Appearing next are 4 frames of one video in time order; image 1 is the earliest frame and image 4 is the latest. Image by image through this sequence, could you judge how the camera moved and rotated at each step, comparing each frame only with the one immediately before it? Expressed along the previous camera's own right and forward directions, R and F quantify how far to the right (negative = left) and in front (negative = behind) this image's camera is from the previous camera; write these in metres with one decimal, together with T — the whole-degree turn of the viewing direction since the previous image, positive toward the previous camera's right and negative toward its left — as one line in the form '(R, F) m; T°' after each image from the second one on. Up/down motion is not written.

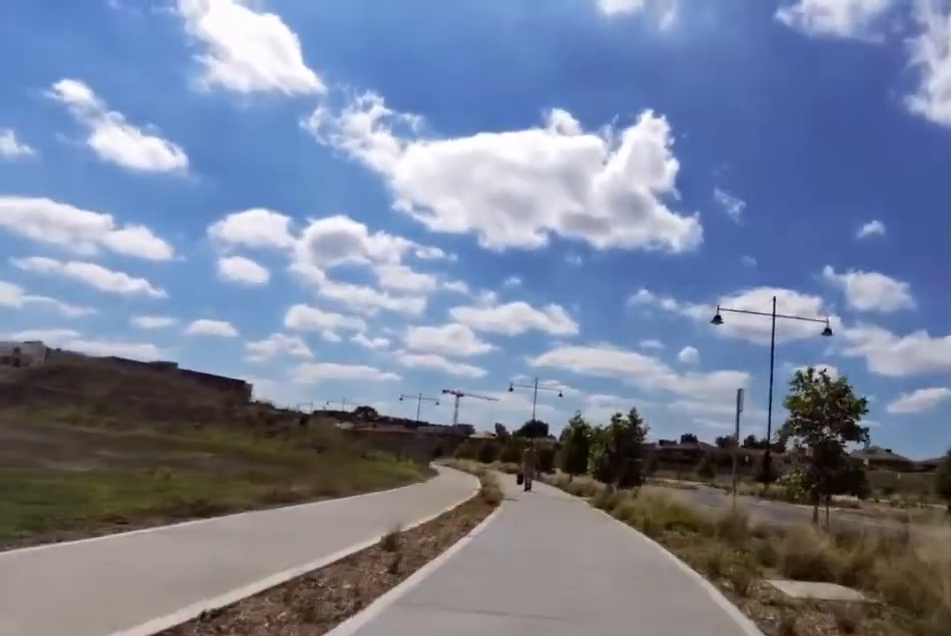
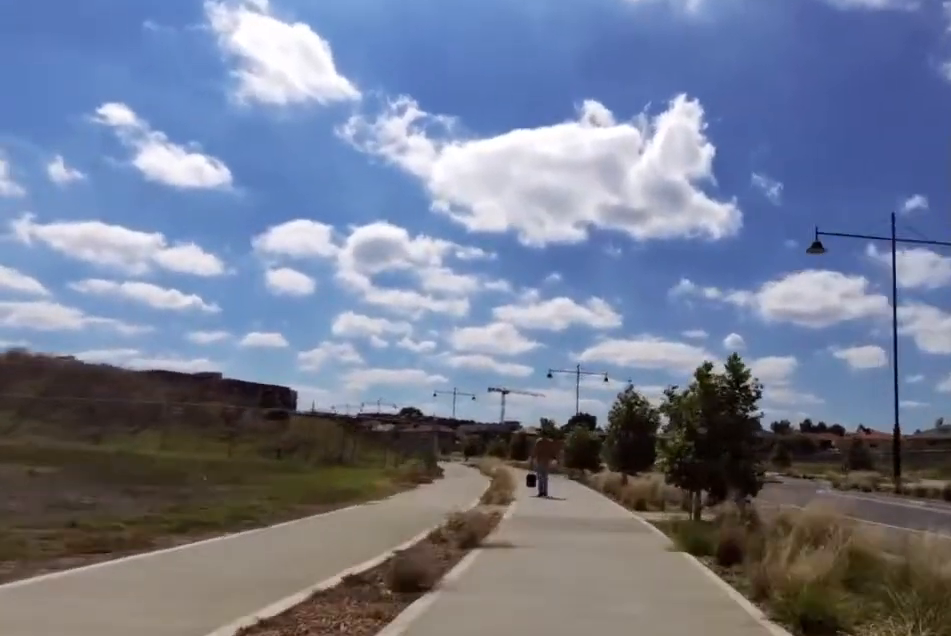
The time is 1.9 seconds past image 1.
(+0.9, +11.7) m; +5°
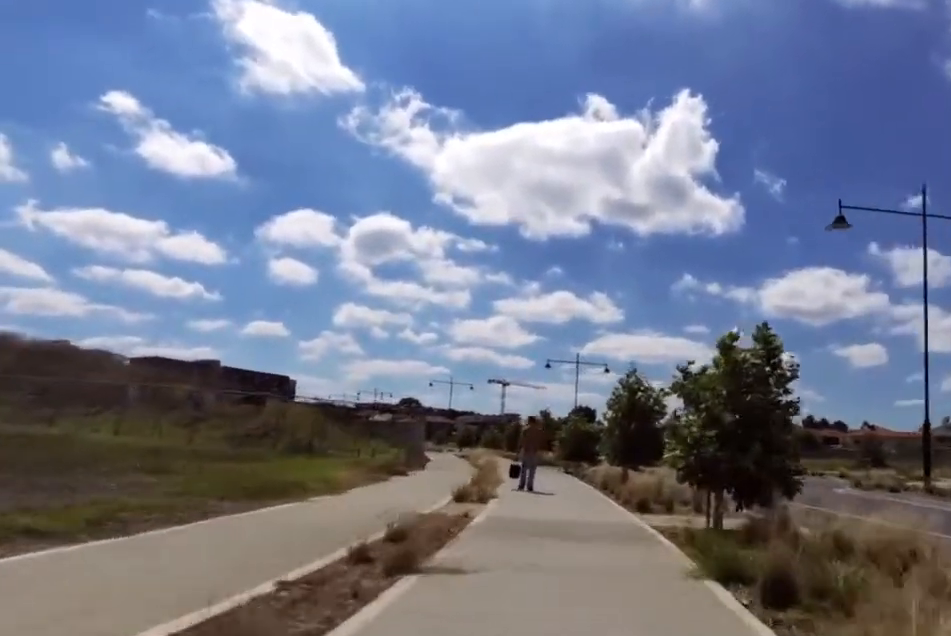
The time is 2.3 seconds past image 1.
(-0.1, +3.0) m; 0°
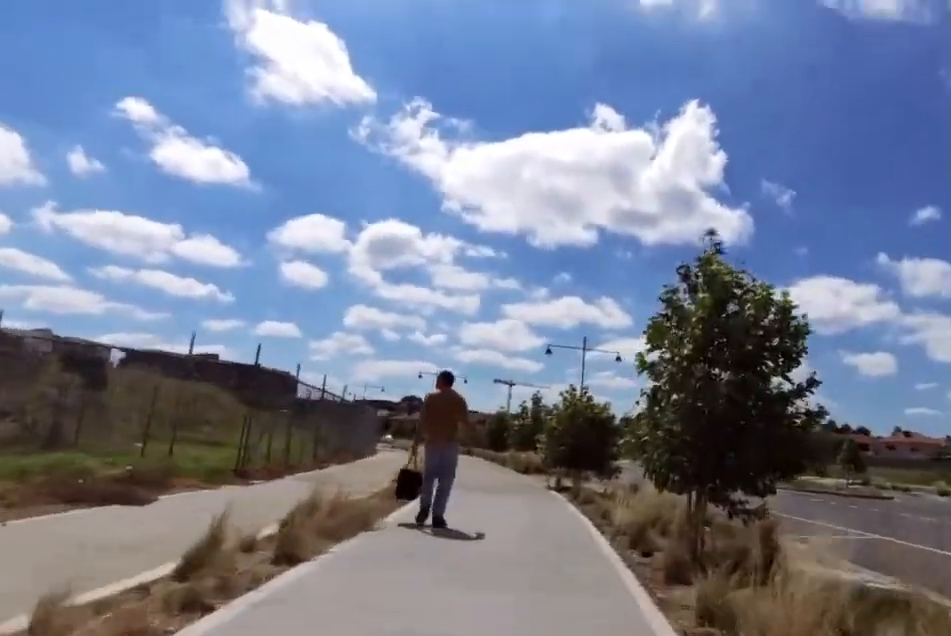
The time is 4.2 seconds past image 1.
(-0.5, +13.1) m; -2°
